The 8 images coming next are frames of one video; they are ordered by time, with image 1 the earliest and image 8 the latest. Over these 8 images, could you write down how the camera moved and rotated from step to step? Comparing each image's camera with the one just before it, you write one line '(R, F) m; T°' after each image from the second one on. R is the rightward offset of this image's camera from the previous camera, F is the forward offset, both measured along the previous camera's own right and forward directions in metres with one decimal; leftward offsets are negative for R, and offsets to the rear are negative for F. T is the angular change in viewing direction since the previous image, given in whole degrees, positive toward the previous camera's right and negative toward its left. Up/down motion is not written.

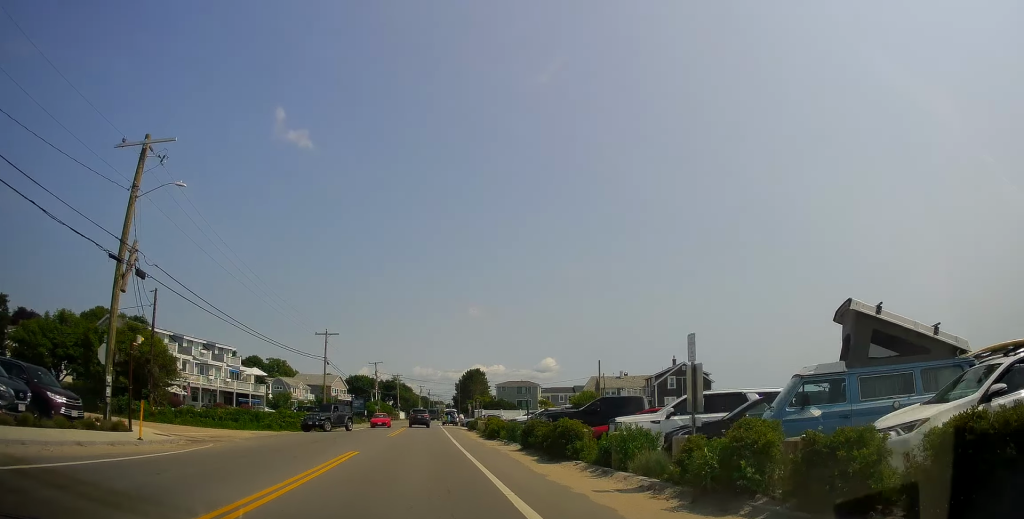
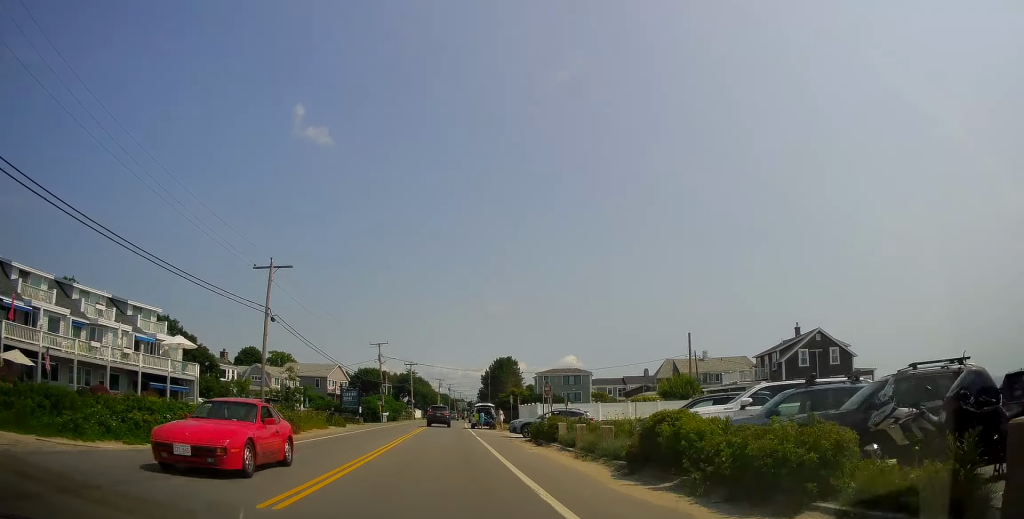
(+1.1, +26.5) m; +3°
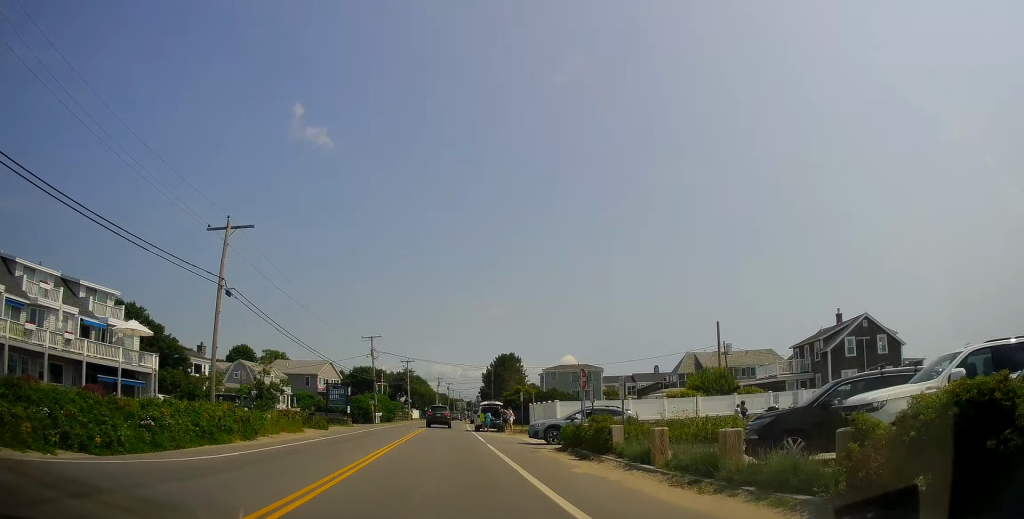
(0.0, +7.0) m; 0°
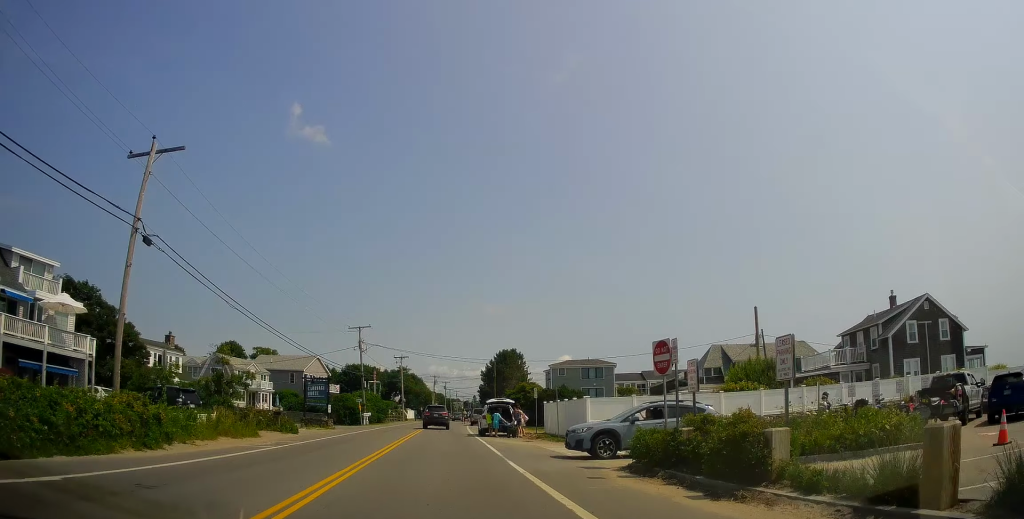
(-0.2, +7.8) m; +1°
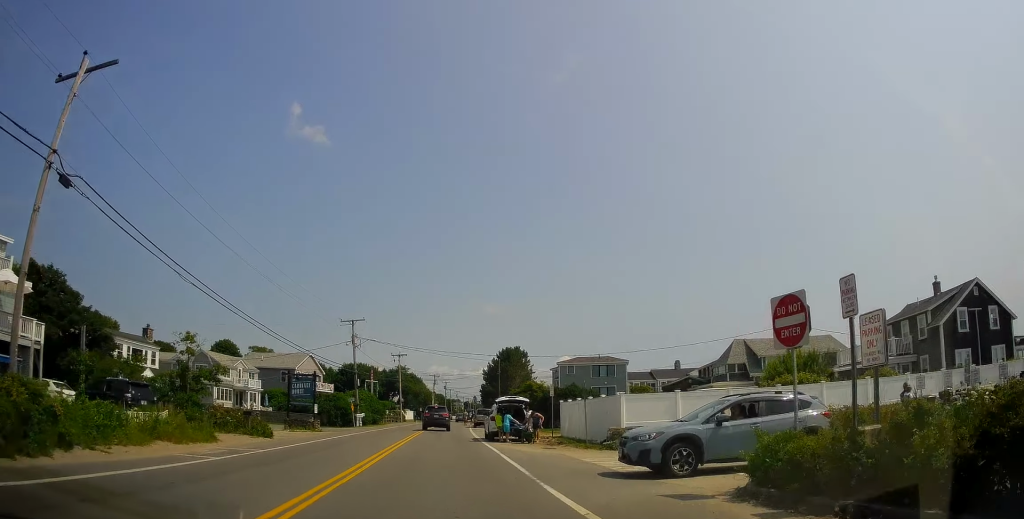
(+0.3, +5.1) m; 0°
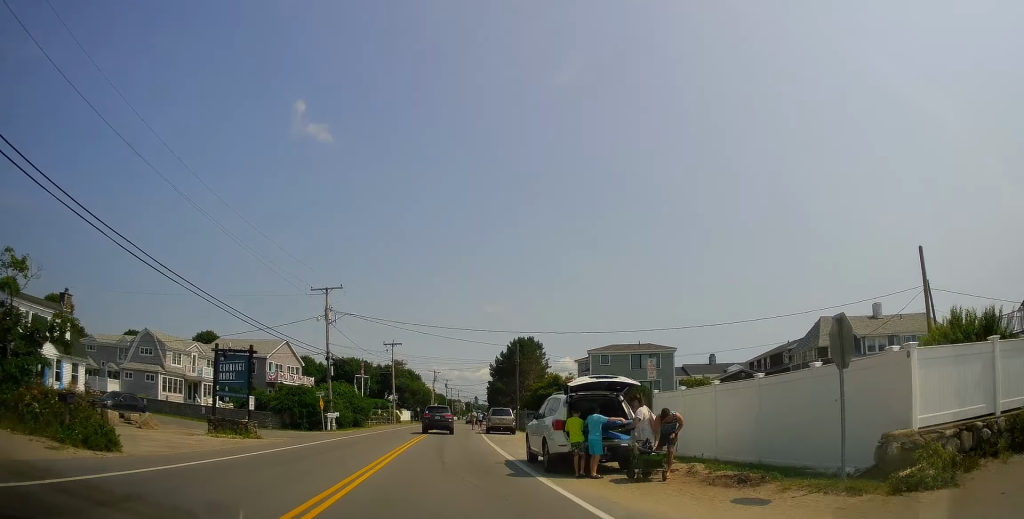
(-0.4, +14.6) m; -4°
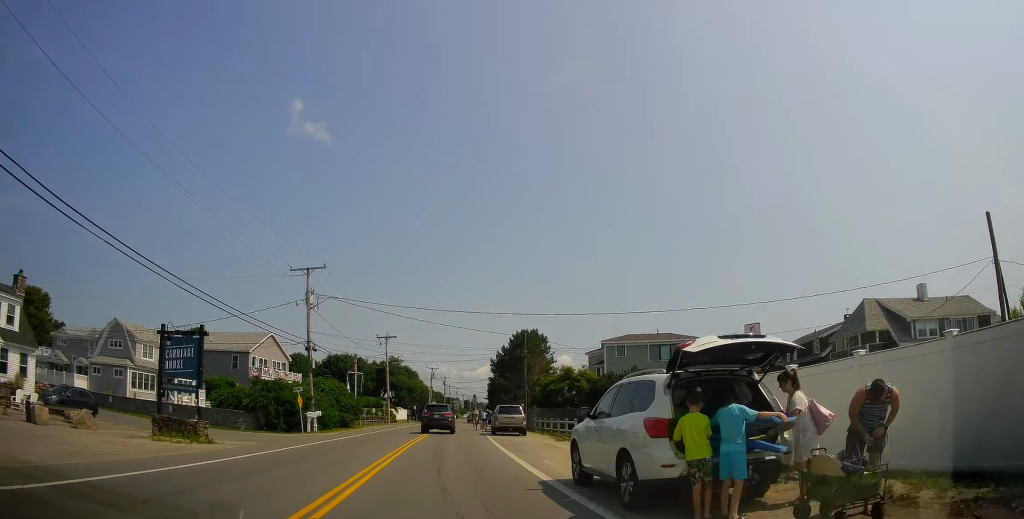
(0.0, +5.9) m; +1°
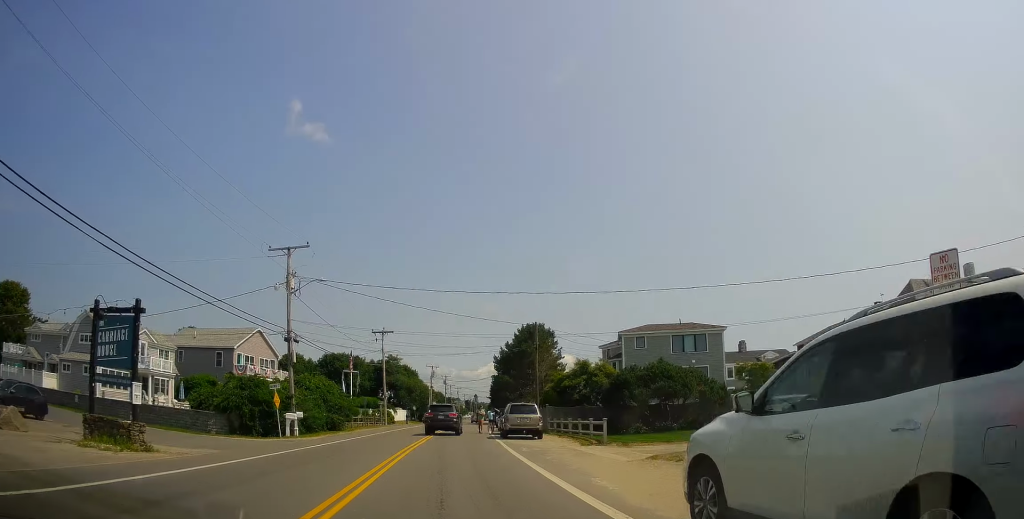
(-0.1, +5.2) m; +2°
